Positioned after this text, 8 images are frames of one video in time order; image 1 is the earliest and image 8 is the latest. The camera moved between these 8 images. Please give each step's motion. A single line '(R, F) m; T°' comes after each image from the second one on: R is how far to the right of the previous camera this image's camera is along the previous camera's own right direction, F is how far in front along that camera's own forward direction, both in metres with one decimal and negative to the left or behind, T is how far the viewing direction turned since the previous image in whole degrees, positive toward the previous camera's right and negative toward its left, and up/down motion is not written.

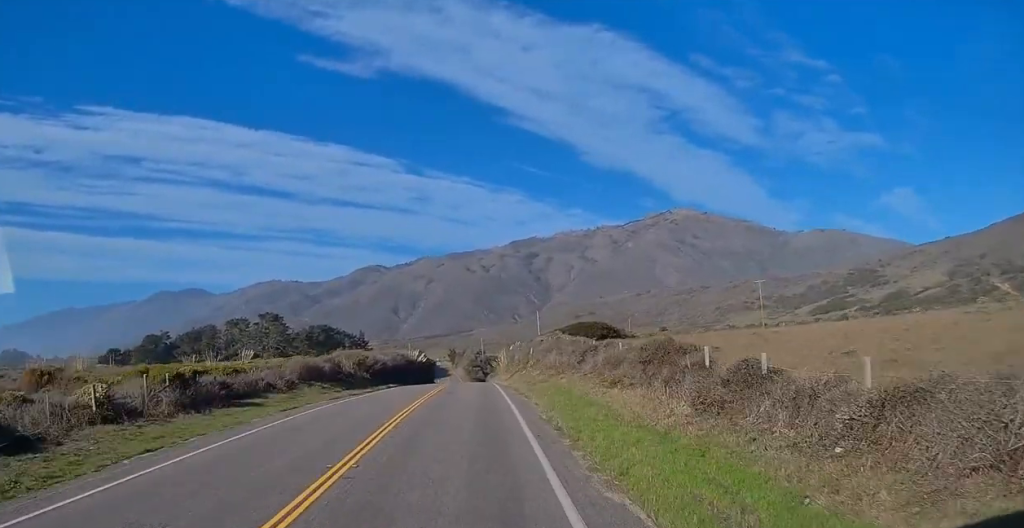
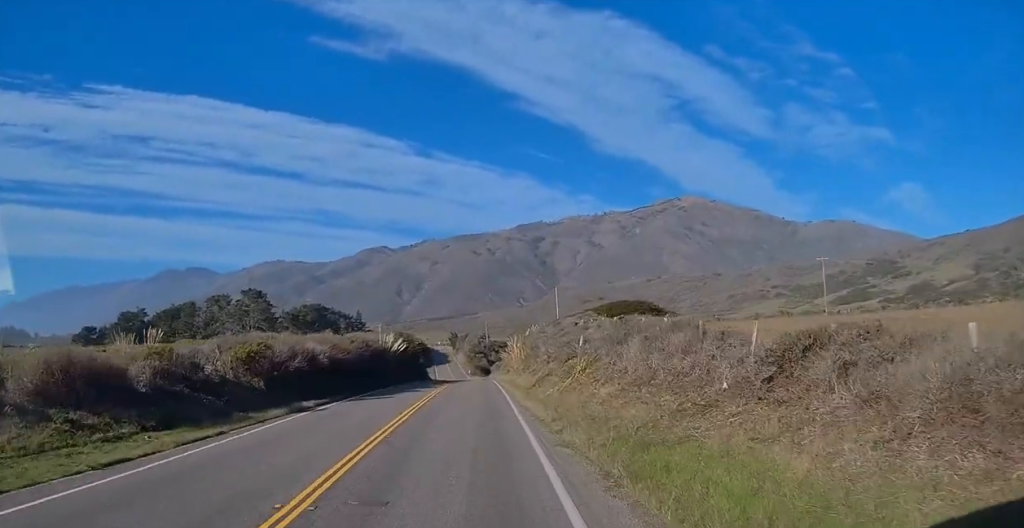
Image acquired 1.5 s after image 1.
(-0.1, +26.7) m; -1°
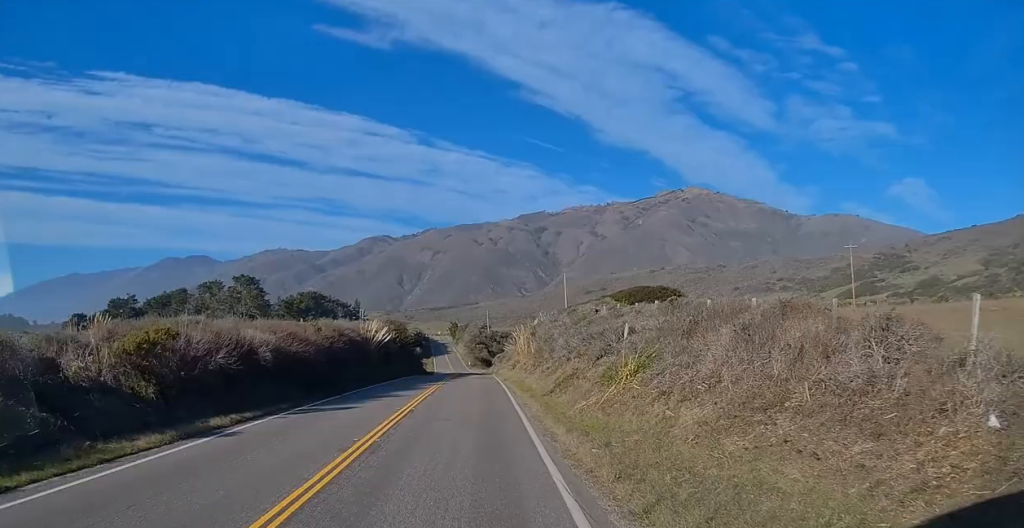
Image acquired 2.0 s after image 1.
(-0.1, +9.1) m; -1°
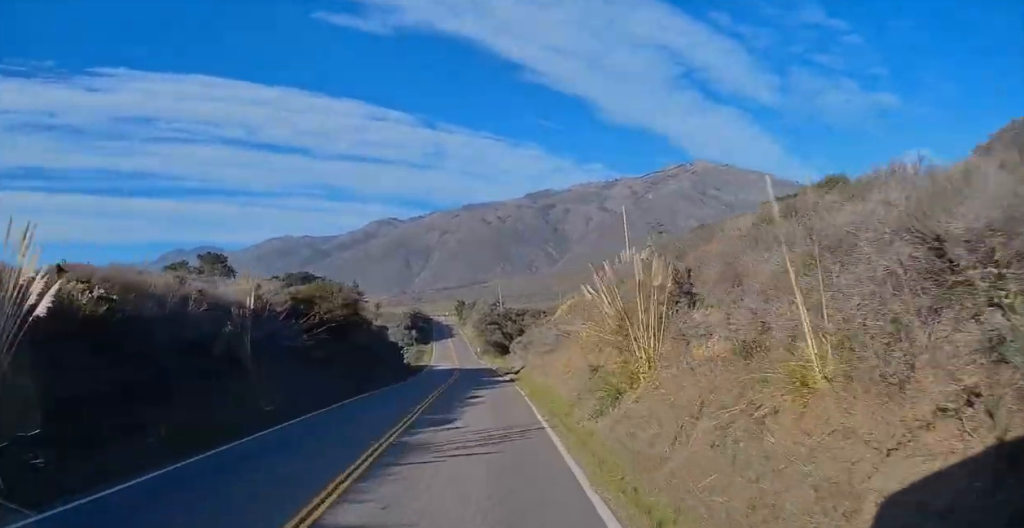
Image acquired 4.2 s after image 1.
(-0.1, +35.6) m; +1°
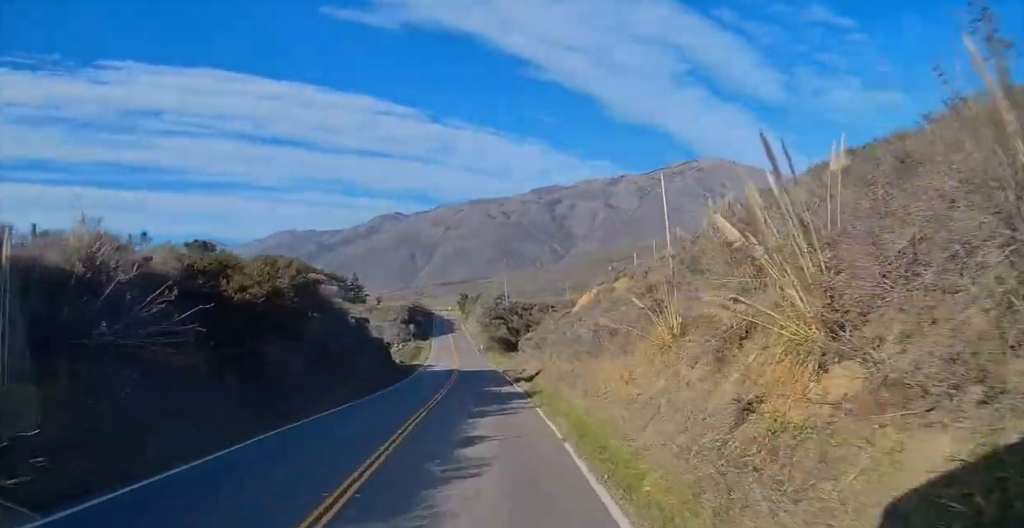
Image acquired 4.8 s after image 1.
(+0.3, +11.6) m; 0°
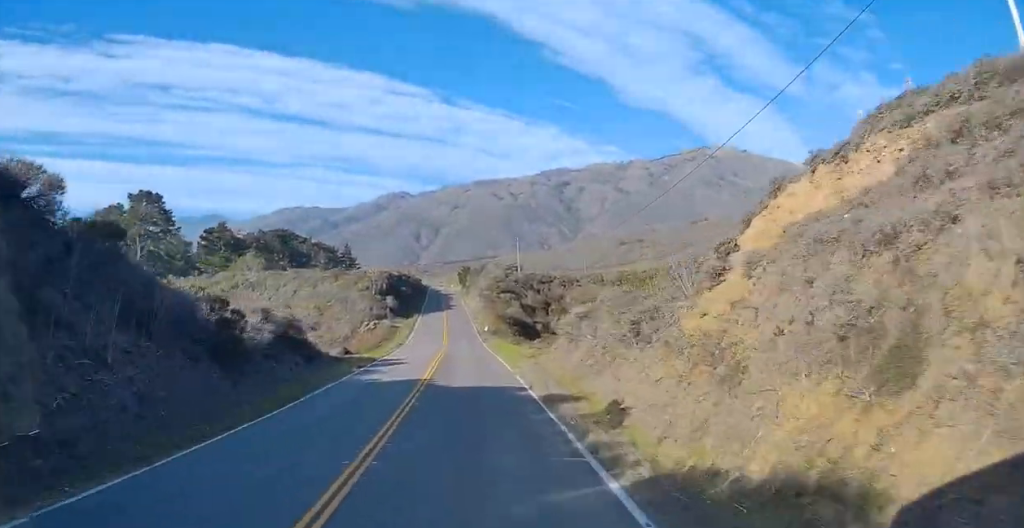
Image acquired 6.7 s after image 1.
(-0.9, +36.0) m; -2°
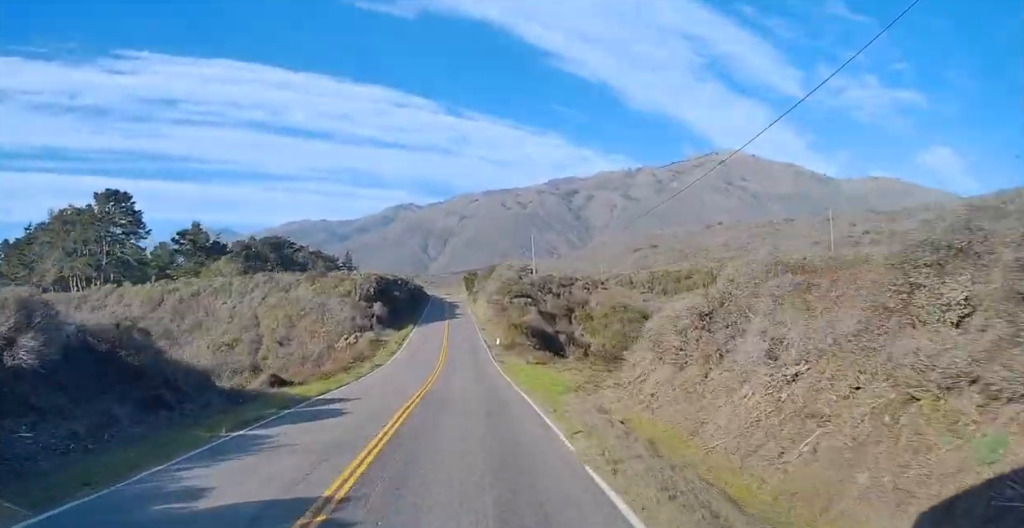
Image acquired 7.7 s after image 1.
(0.0, +18.4) m; 0°
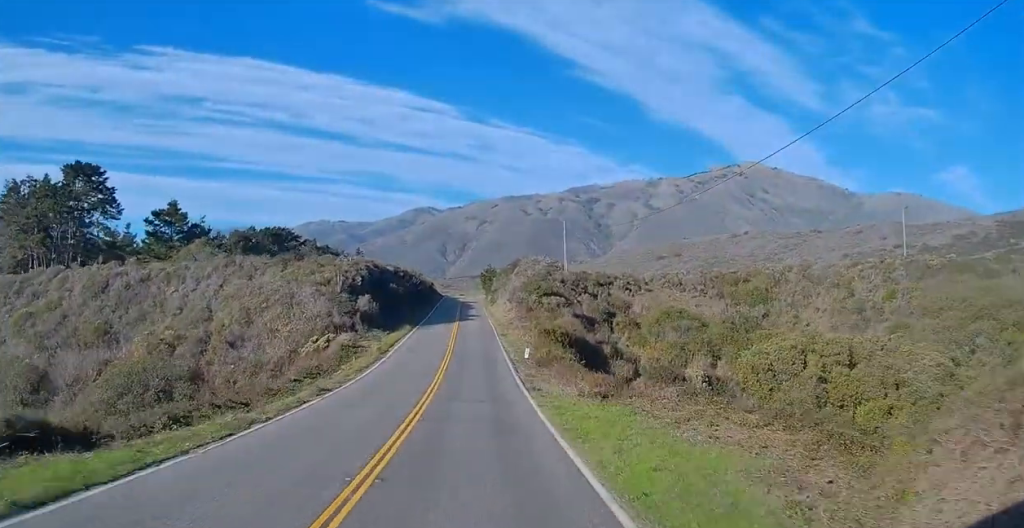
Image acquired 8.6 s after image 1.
(0.0, +17.9) m; 0°
